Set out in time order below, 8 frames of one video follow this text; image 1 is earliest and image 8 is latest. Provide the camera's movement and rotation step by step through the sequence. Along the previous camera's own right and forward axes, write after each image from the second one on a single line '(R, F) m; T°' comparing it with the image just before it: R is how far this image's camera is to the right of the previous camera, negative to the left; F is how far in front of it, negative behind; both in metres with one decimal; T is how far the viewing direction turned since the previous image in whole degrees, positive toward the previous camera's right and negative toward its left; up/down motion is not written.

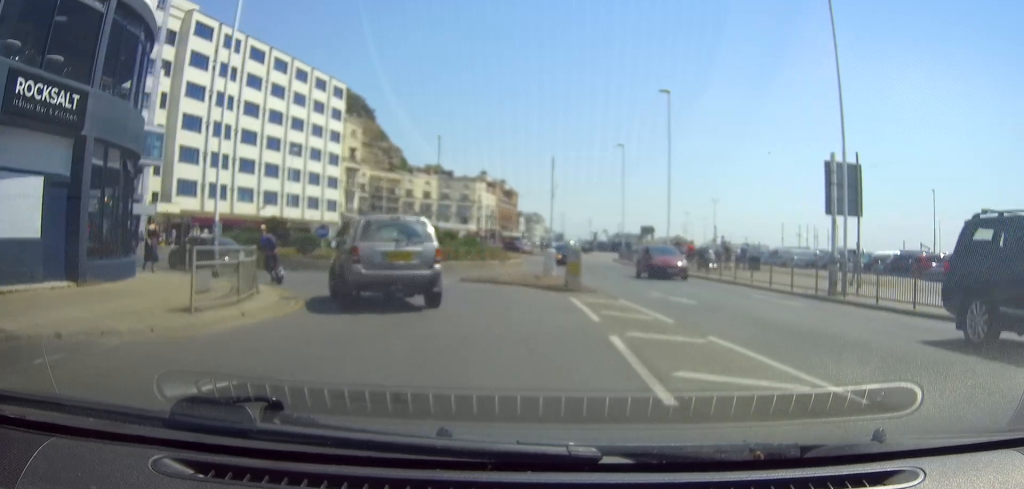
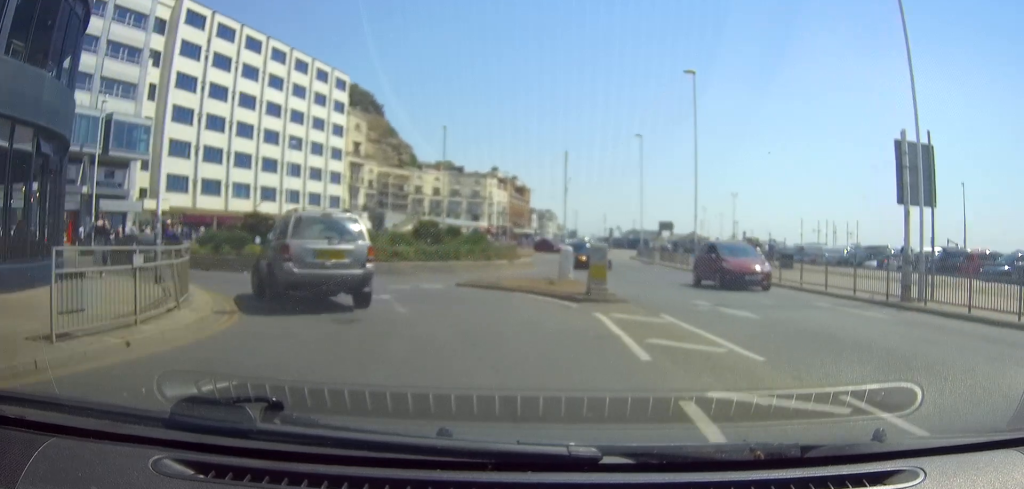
(-0.1, +3.9) m; -3°
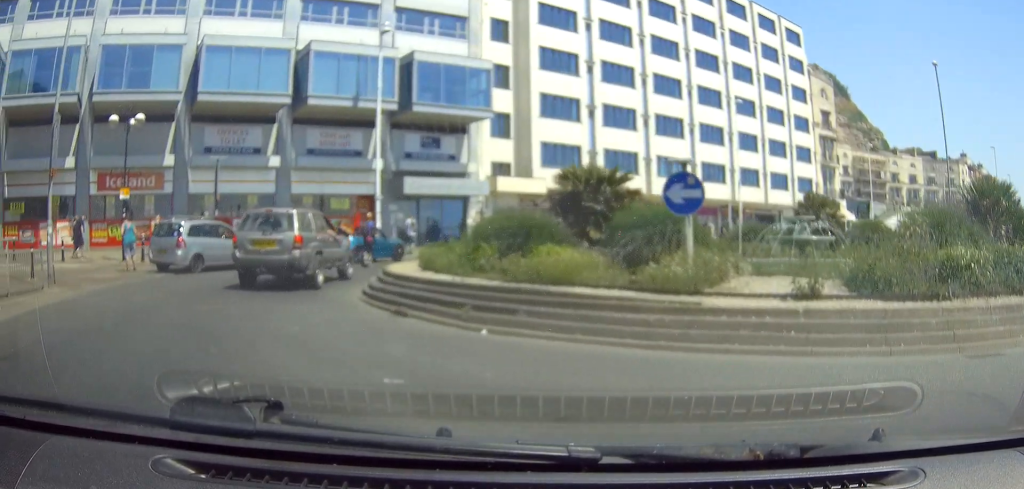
(-3.3, +18.3) m; -37°
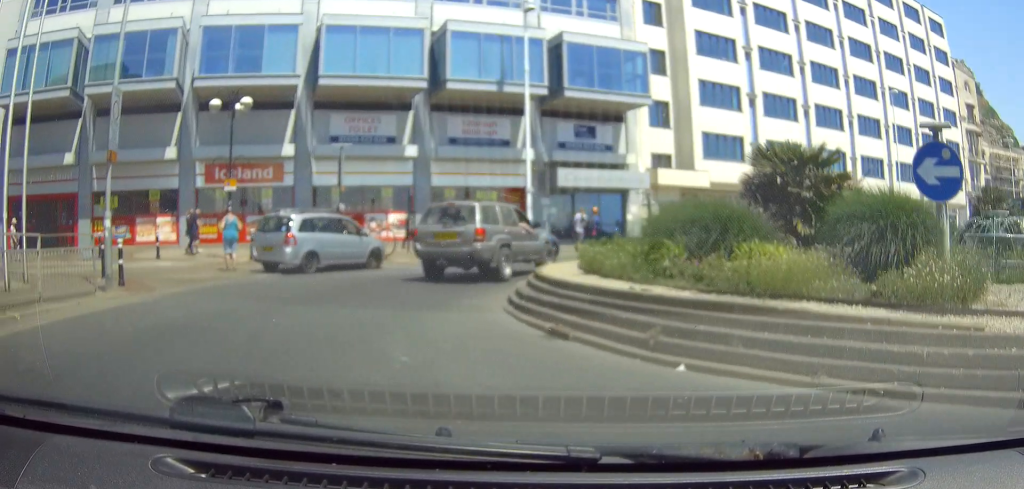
(-0.5, +2.7) m; -9°
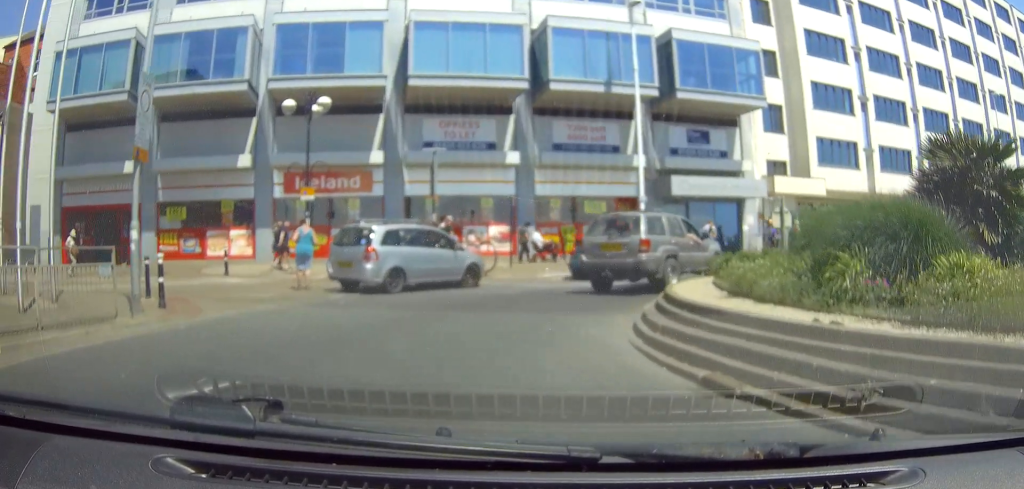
(-0.1, +2.2) m; -7°
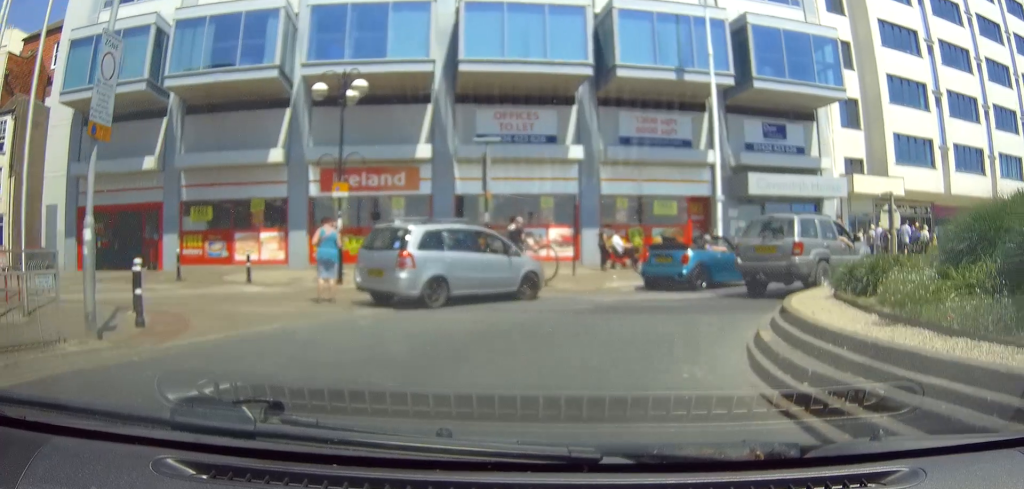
(-0.2, +2.6) m; -1°
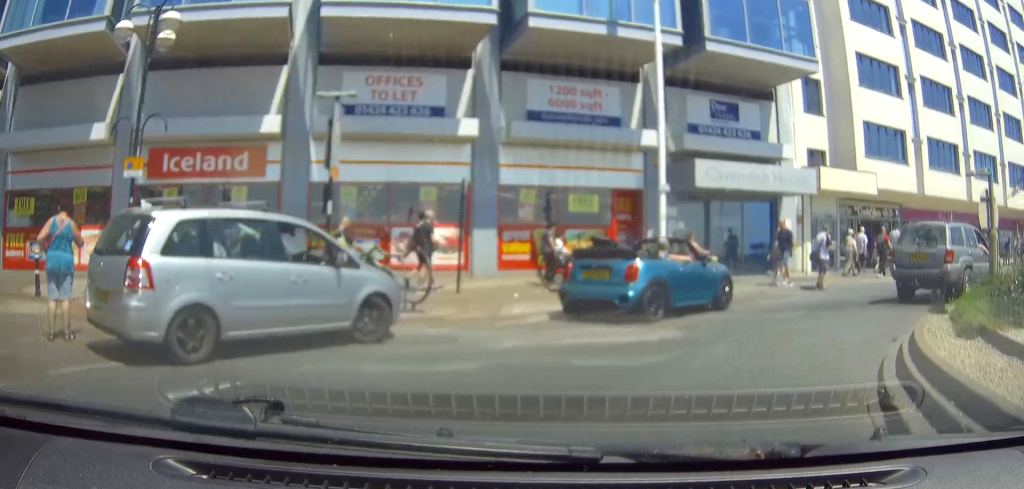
(+0.1, +6.0) m; +13°
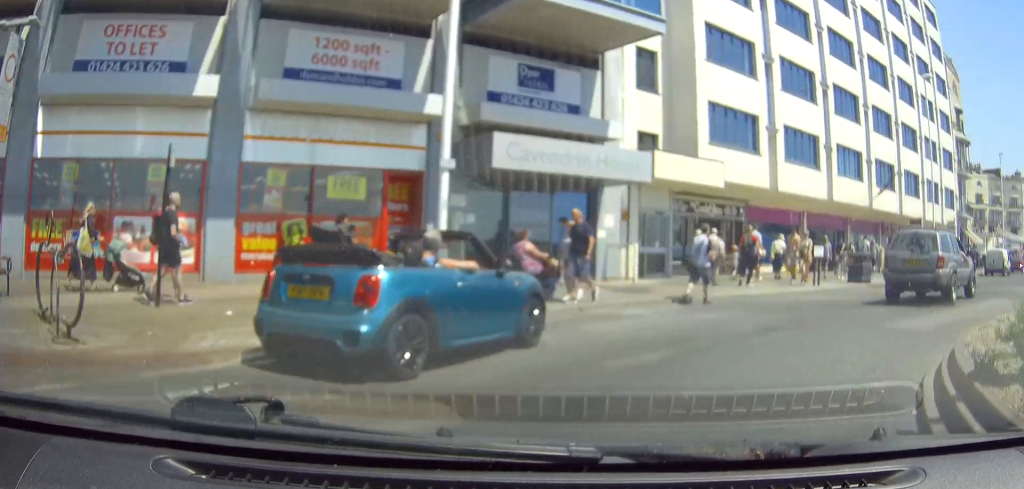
(+0.8, +4.5) m; +16°
